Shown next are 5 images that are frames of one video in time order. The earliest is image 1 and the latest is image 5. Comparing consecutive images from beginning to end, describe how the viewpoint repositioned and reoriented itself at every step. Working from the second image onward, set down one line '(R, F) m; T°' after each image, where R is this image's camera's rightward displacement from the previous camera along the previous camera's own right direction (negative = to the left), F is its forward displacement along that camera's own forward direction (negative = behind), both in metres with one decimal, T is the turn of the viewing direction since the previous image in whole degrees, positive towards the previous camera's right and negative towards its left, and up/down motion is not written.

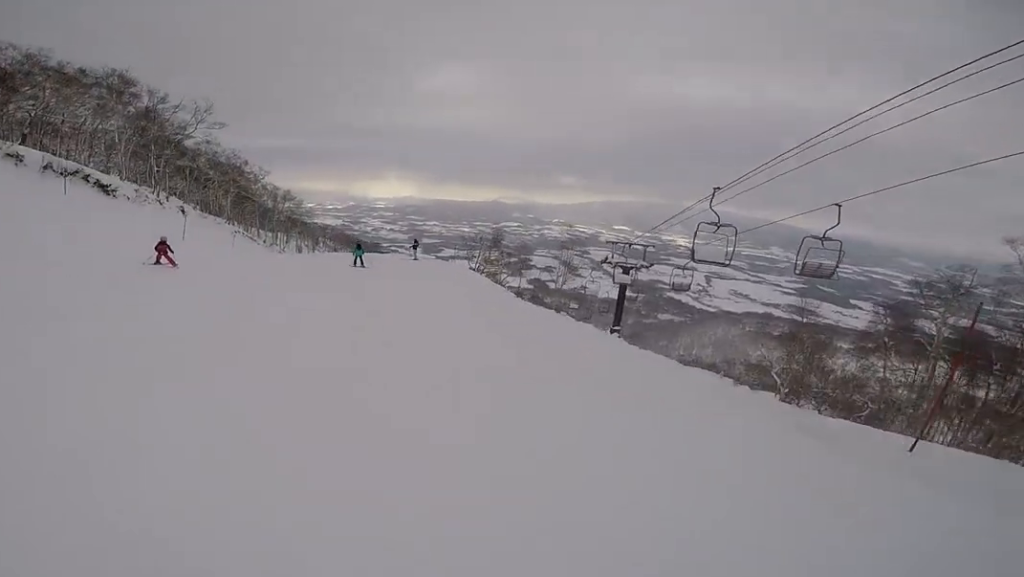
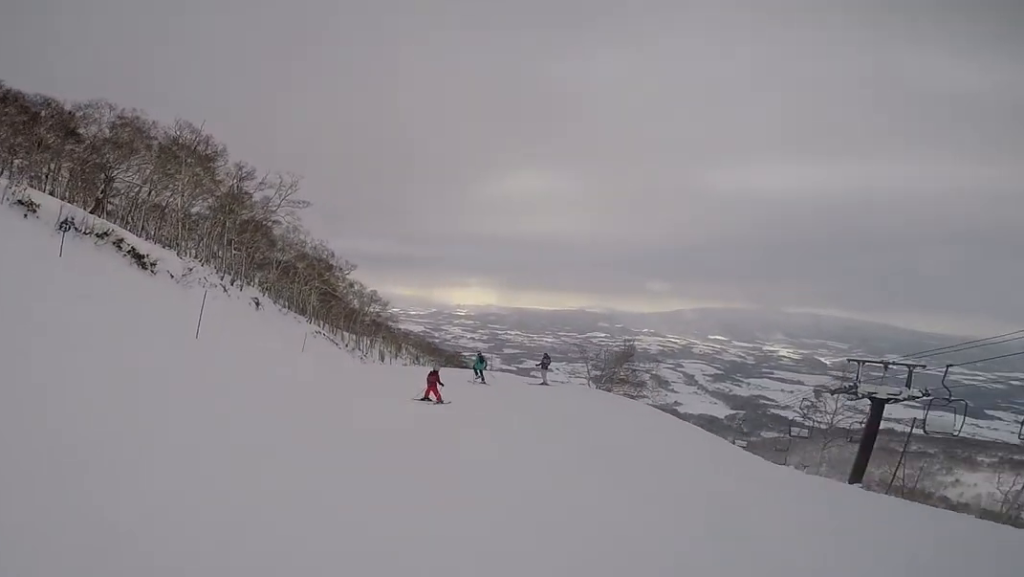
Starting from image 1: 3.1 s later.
(-4.9, +10.7) m; -8°
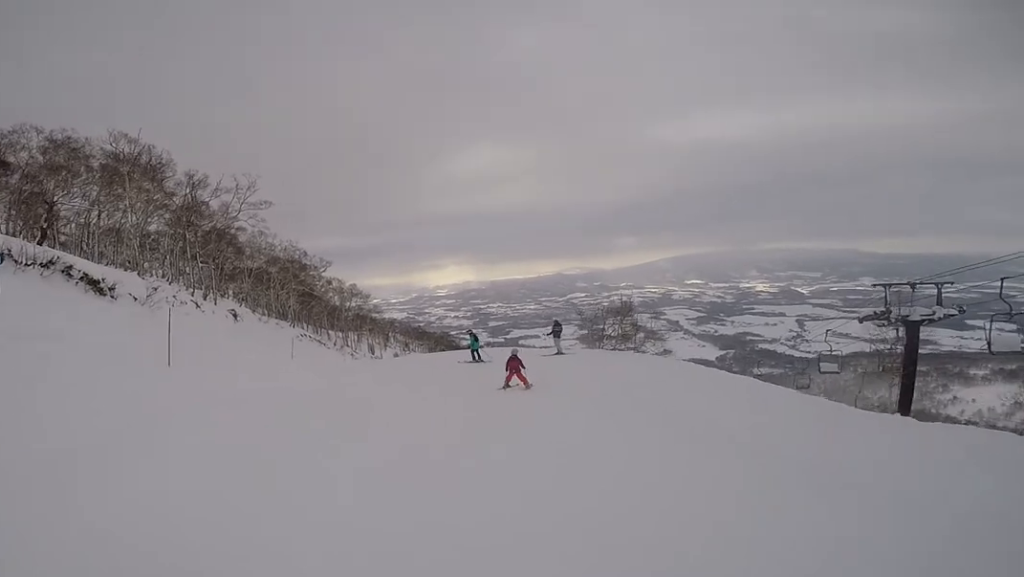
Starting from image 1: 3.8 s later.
(+0.1, +2.8) m; +1°
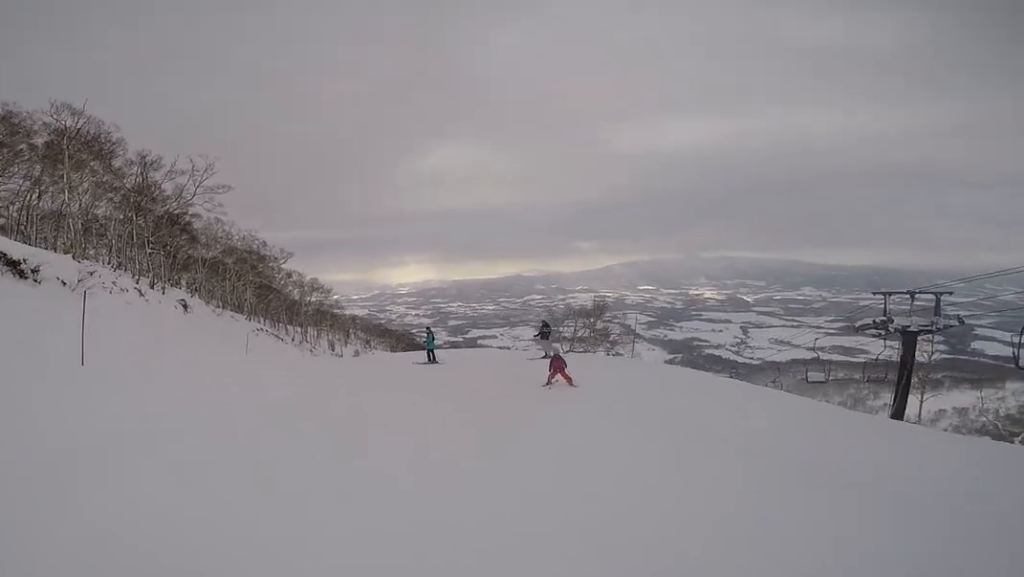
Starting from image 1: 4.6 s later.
(0.0, +3.5) m; +2°
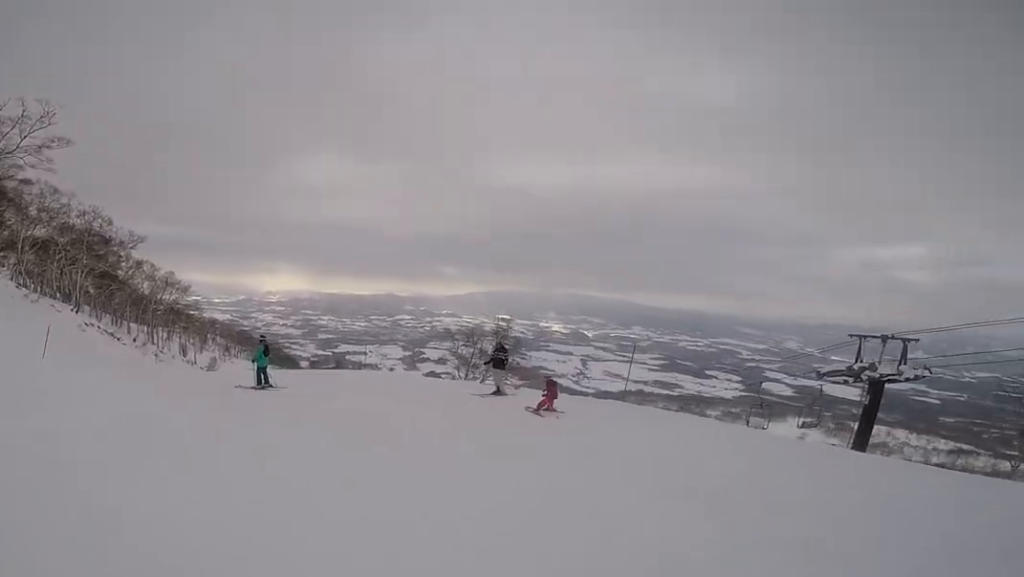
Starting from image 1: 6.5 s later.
(+0.8, +8.7) m; +12°
